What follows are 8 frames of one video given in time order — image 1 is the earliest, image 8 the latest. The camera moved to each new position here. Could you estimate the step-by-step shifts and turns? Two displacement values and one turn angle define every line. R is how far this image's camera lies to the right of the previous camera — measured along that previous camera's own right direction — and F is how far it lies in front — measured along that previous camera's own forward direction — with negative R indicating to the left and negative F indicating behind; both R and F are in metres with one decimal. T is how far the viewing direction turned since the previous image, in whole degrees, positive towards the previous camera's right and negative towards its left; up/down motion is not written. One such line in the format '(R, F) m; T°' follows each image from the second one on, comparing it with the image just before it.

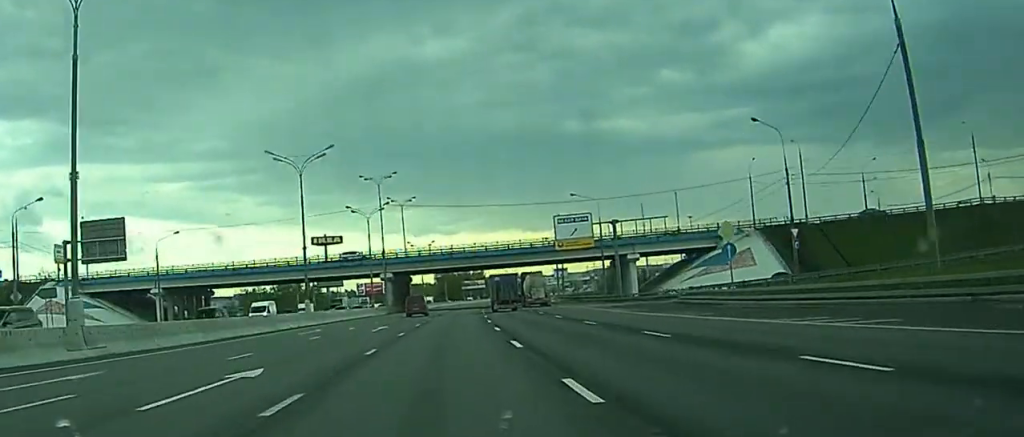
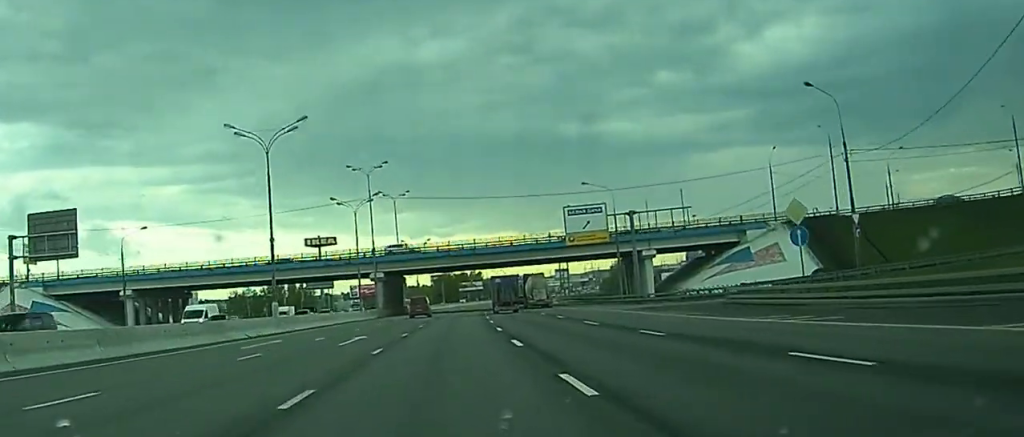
(0.0, +8.7) m; 0°
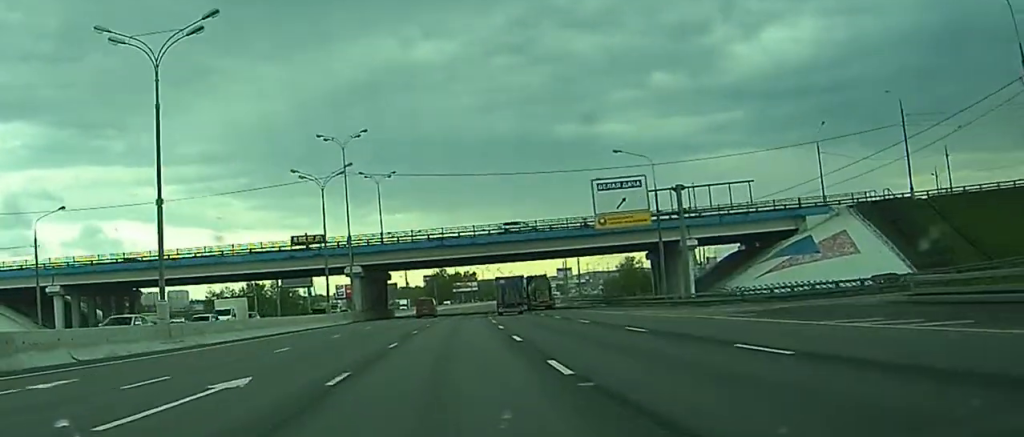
(0.0, +16.7) m; 0°
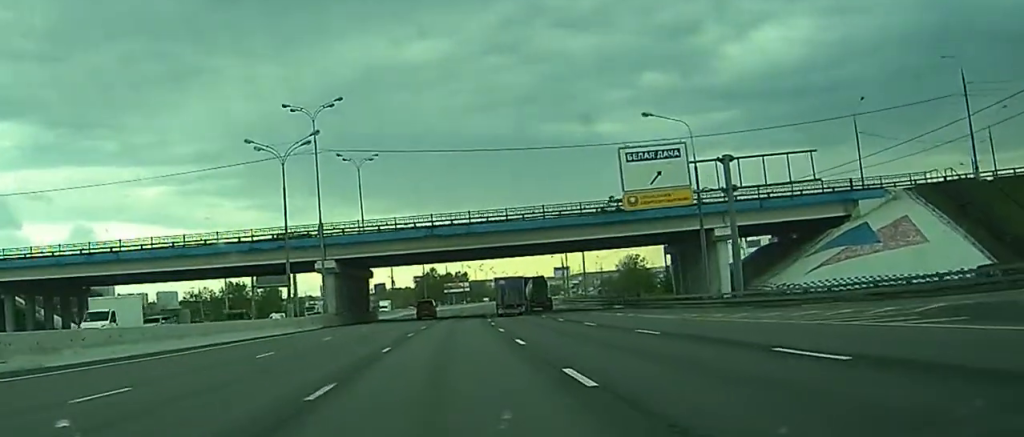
(0.0, +12.0) m; 0°
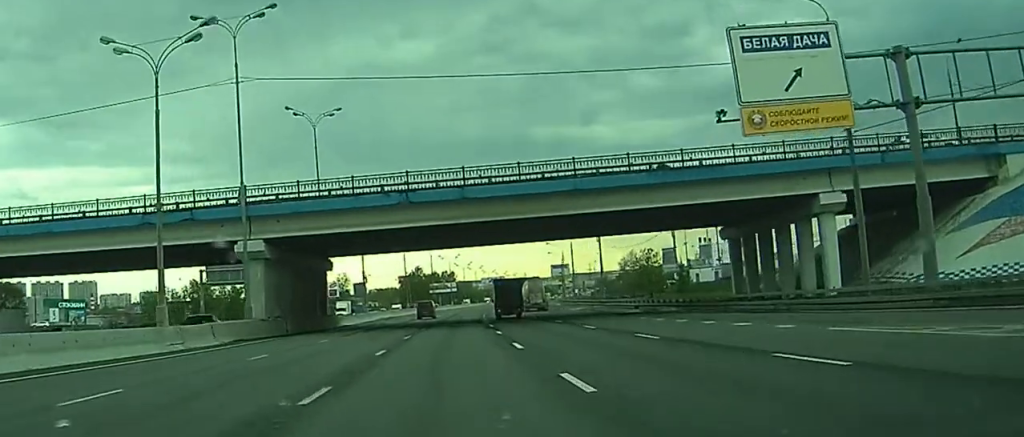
(+0.2, +25.0) m; +1°
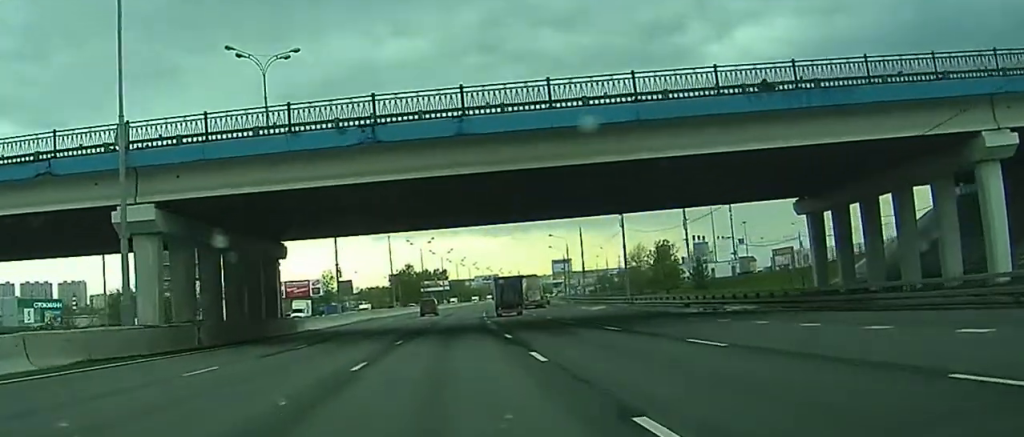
(+0.2, +20.7) m; 0°
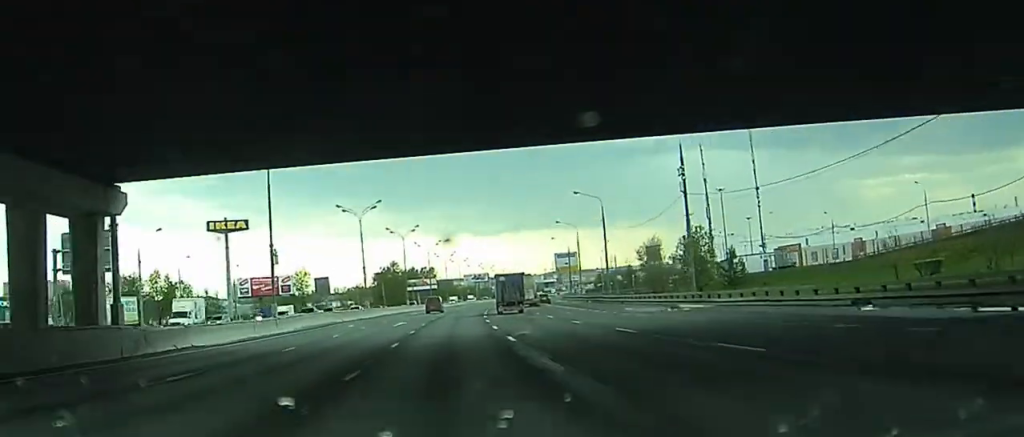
(+0.1, +27.8) m; 0°
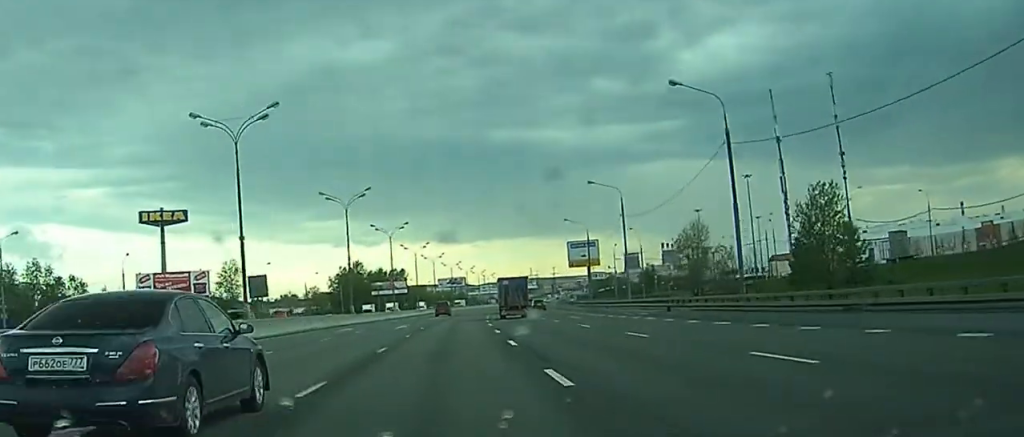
(+0.5, +44.5) m; +2°
